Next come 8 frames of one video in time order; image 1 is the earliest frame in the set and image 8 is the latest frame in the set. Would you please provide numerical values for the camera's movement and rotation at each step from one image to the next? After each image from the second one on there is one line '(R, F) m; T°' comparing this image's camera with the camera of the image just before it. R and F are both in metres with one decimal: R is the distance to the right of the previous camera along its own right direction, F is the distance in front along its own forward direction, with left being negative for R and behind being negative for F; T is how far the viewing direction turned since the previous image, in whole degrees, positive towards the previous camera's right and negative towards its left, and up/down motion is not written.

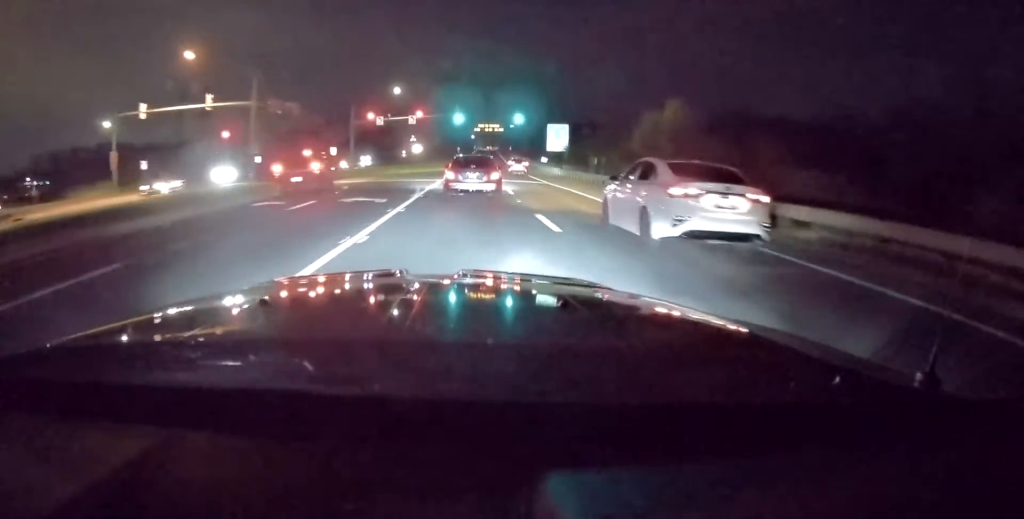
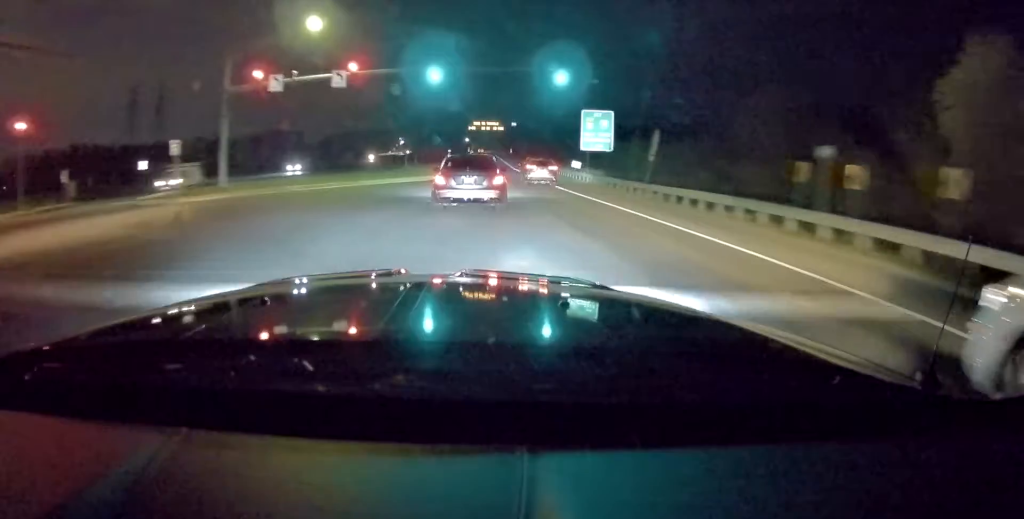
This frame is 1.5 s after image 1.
(-0.7, +35.0) m; -1°
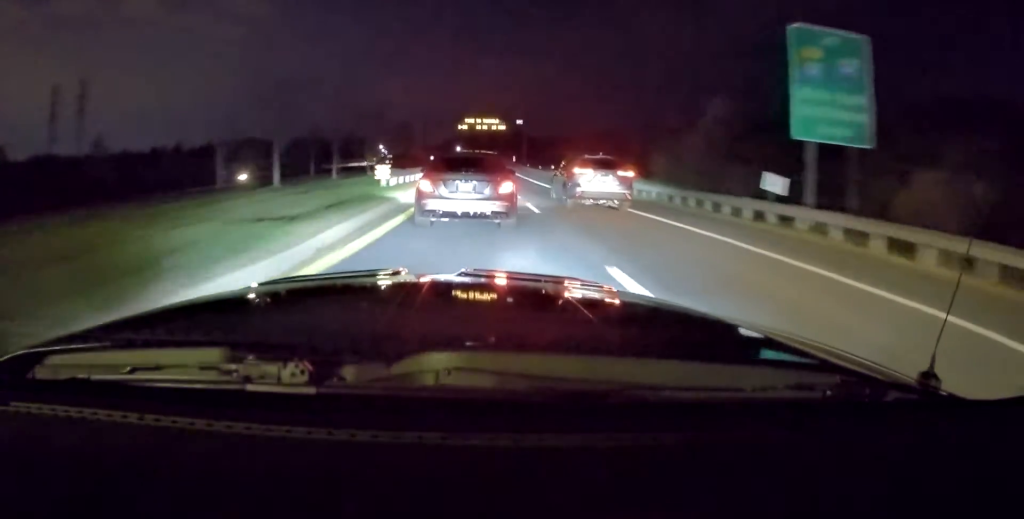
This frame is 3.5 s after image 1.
(+0.6, +45.3) m; +2°
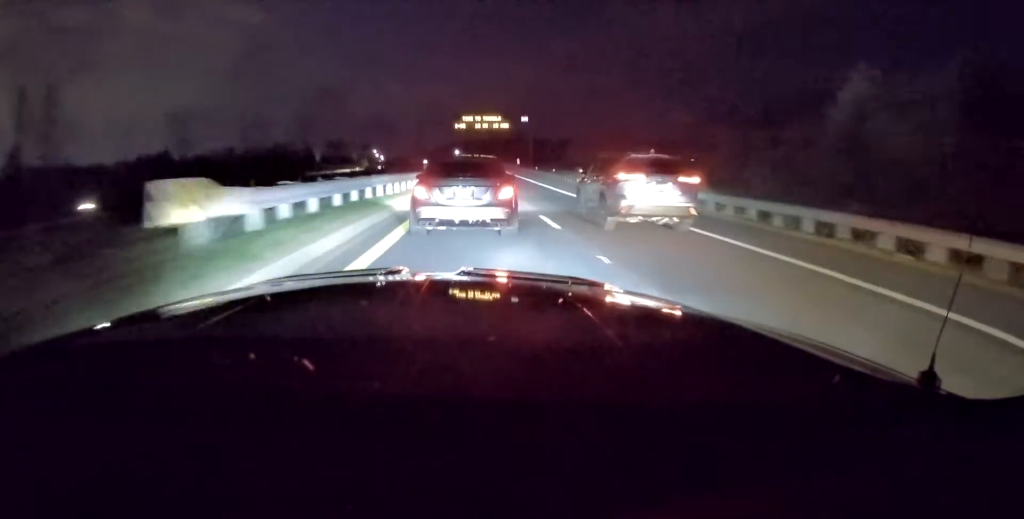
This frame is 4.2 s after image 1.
(-0.2, +15.8) m; +1°
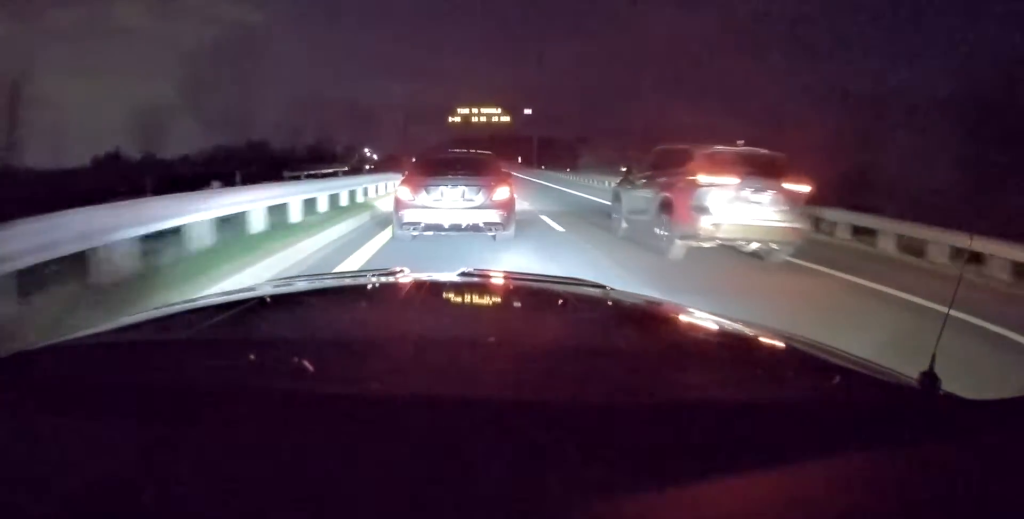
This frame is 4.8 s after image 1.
(+0.6, +13.7) m; 0°
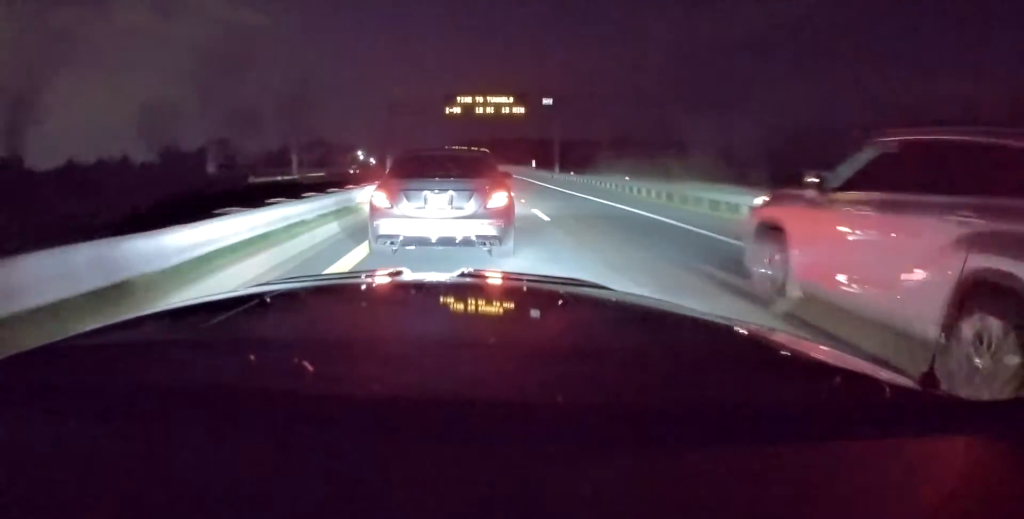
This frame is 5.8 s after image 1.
(-0.3, +22.0) m; -1°
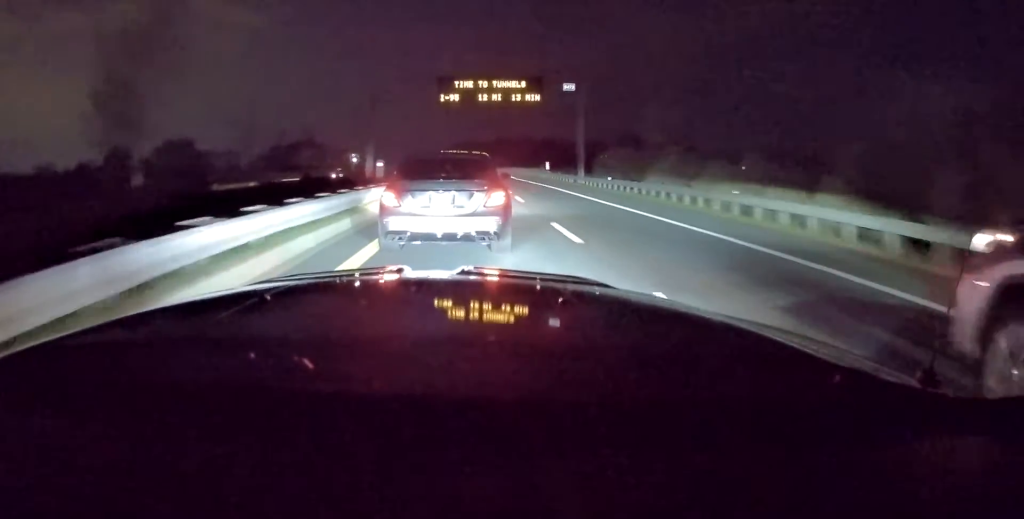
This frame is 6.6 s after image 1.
(-0.1, +17.0) m; 0°
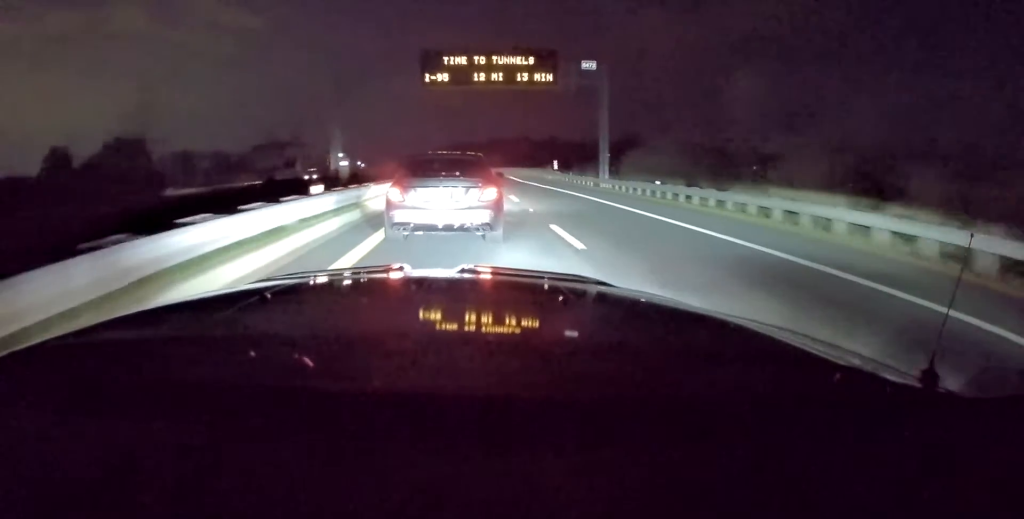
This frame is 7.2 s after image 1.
(0.0, +12.9) m; +1°
